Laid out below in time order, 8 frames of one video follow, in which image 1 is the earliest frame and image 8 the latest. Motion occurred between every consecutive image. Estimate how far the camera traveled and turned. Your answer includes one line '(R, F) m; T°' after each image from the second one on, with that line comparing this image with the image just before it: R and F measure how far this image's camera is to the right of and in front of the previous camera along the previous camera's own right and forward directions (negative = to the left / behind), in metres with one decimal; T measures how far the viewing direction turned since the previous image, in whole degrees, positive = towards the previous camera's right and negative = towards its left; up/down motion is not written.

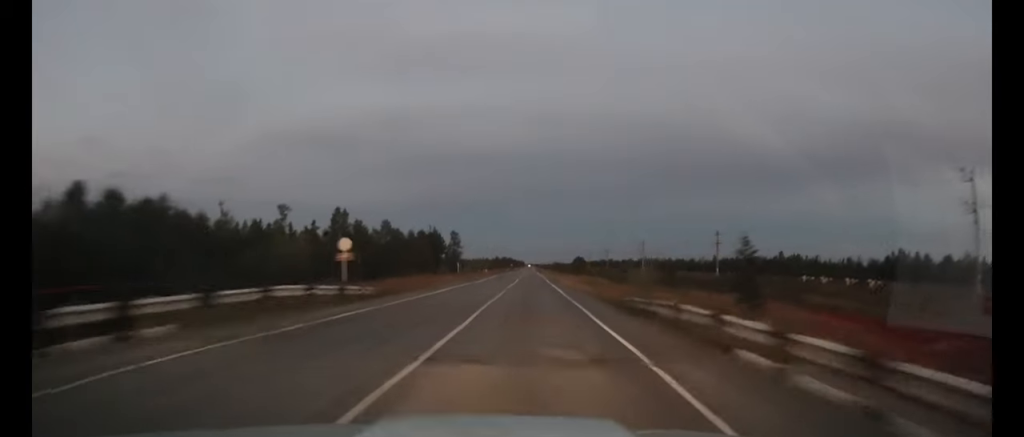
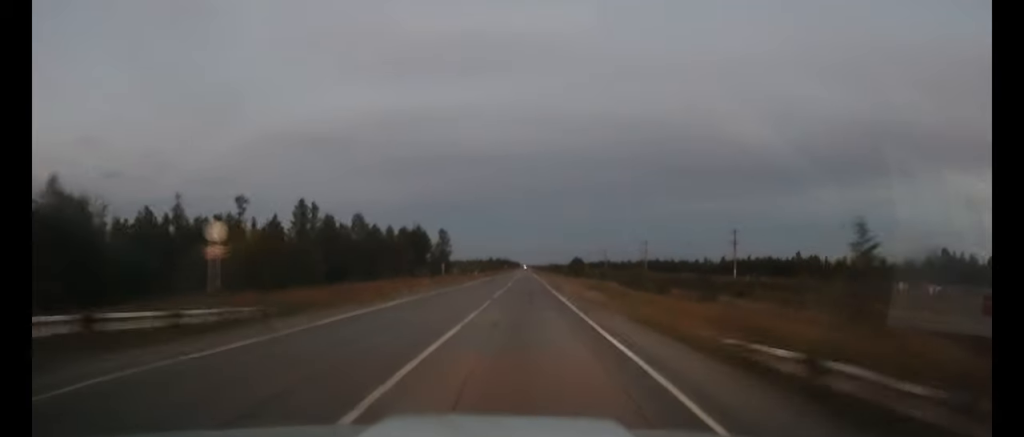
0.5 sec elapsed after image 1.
(0.0, +13.2) m; 0°
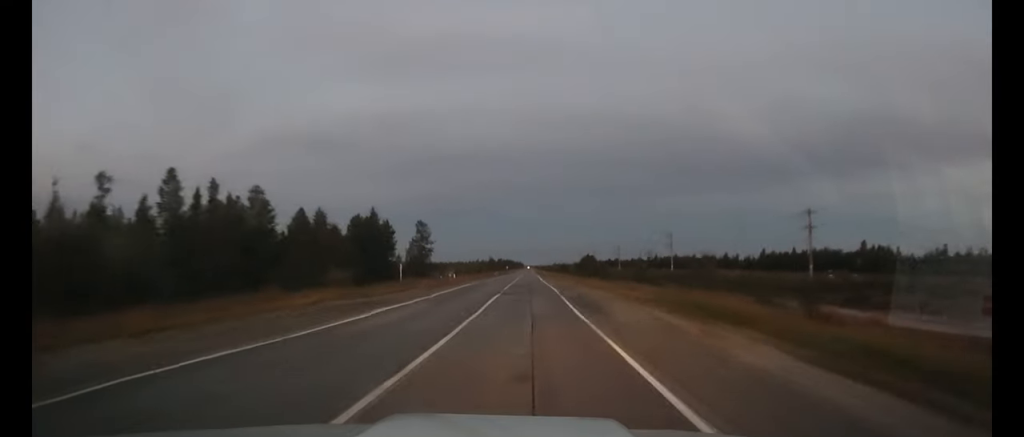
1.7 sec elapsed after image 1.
(+0.1, +30.6) m; 0°
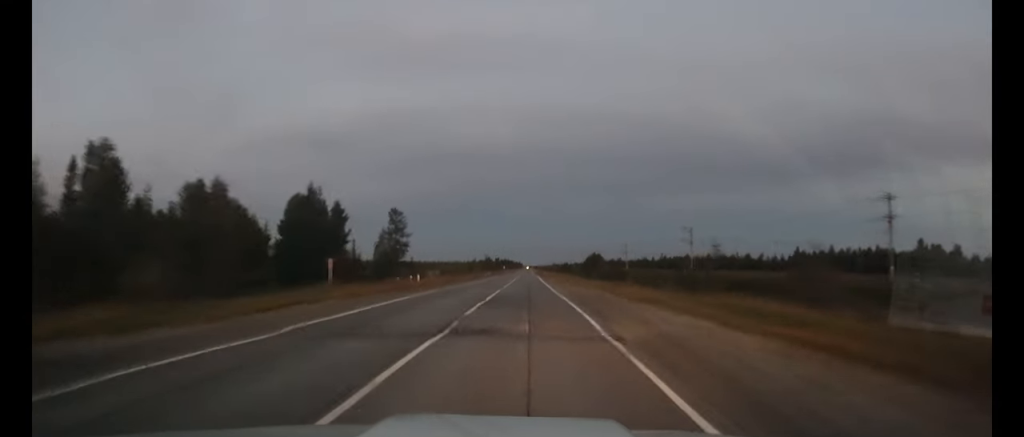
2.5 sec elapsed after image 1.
(0.0, +20.7) m; 0°
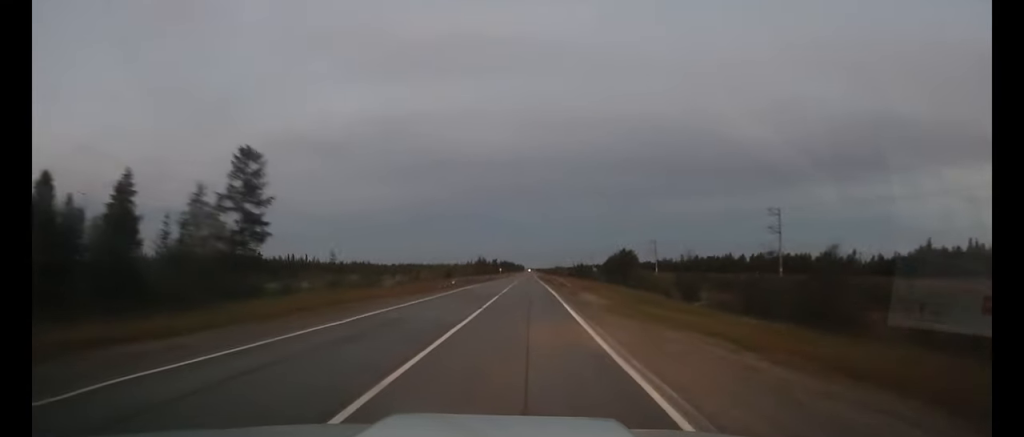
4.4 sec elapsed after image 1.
(-0.1, +49.7) m; 0°
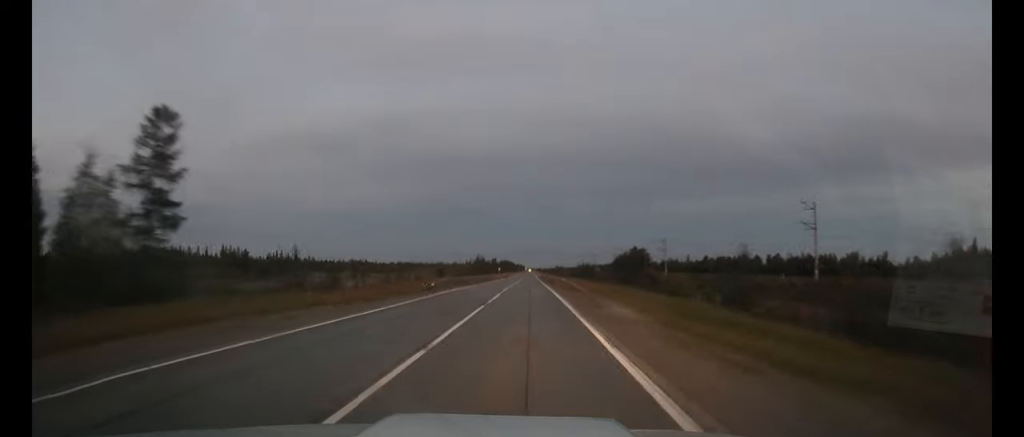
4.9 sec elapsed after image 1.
(0.0, +11.9) m; 0°
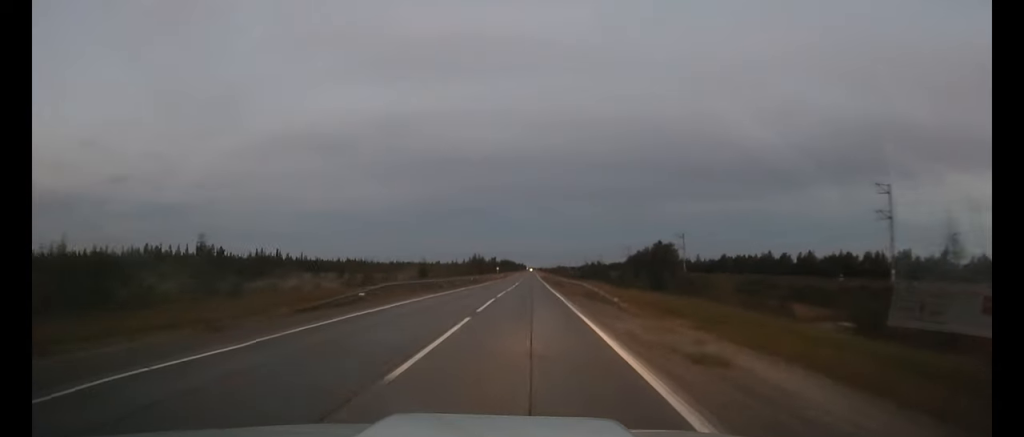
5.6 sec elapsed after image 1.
(0.0, +18.7) m; 0°
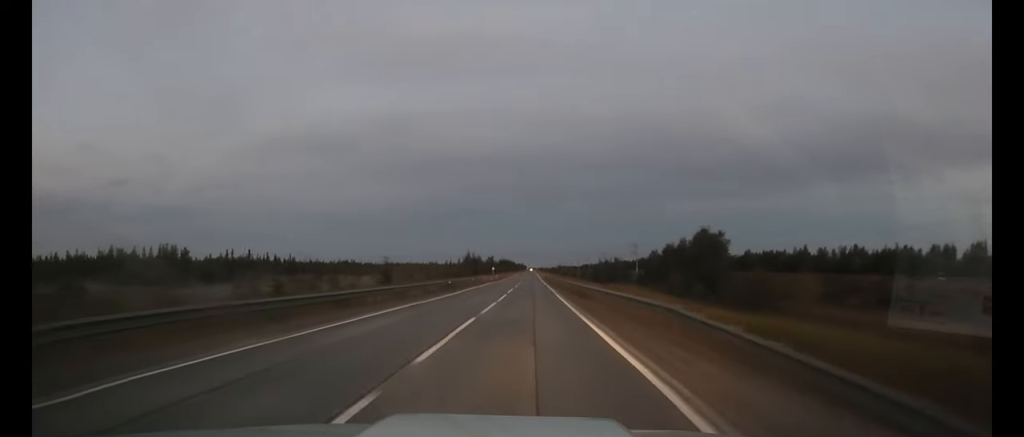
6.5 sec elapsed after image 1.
(0.0, +22.2) m; 0°
